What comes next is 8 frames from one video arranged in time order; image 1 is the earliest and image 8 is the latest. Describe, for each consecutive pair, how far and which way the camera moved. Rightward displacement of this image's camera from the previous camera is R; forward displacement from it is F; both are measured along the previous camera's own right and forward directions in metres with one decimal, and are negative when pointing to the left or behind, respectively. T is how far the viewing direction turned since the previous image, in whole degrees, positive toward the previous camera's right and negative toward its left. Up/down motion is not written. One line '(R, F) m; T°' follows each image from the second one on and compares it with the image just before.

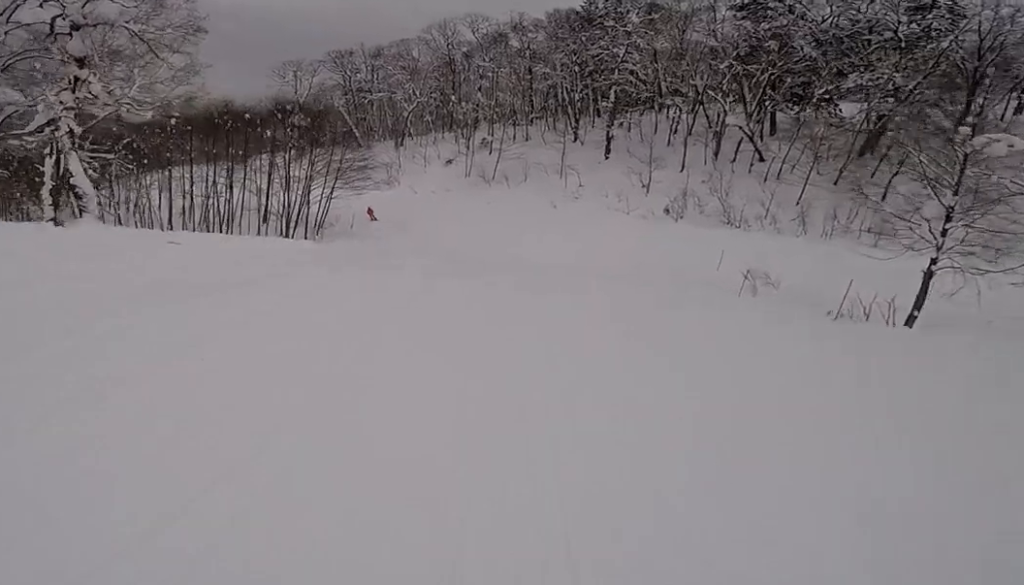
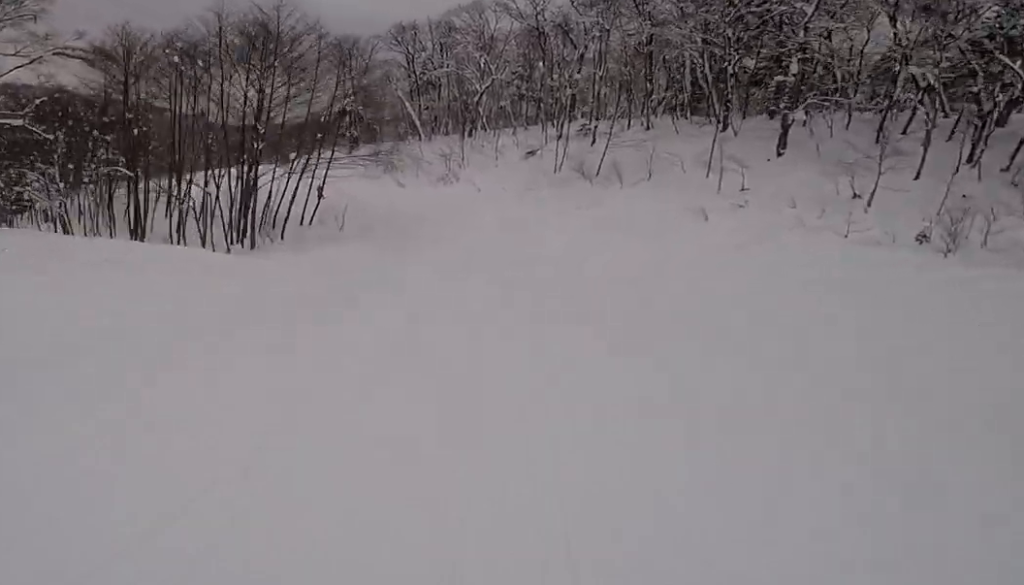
(-3.0, +17.6) m; -13°
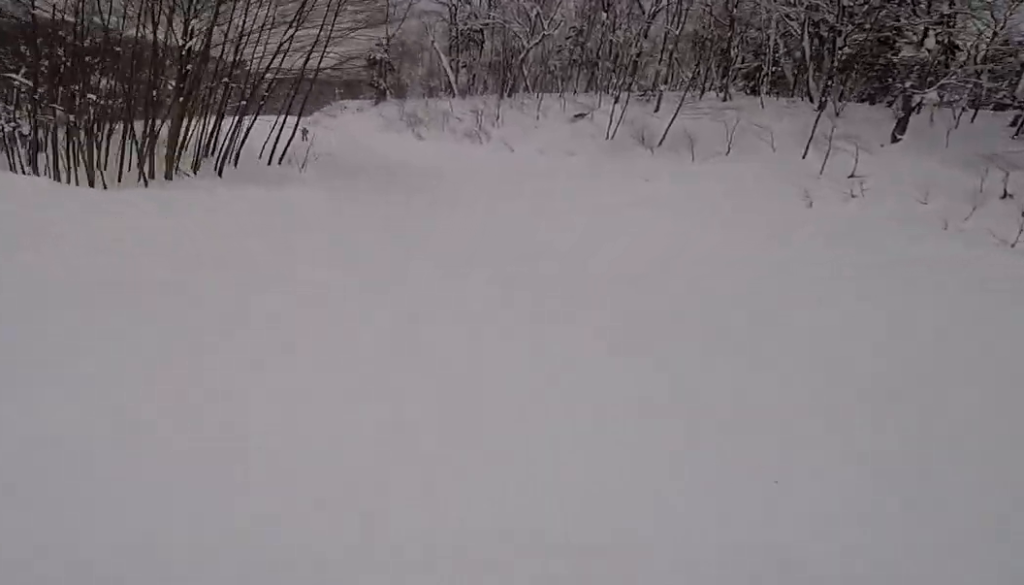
(0.0, +6.5) m; -3°
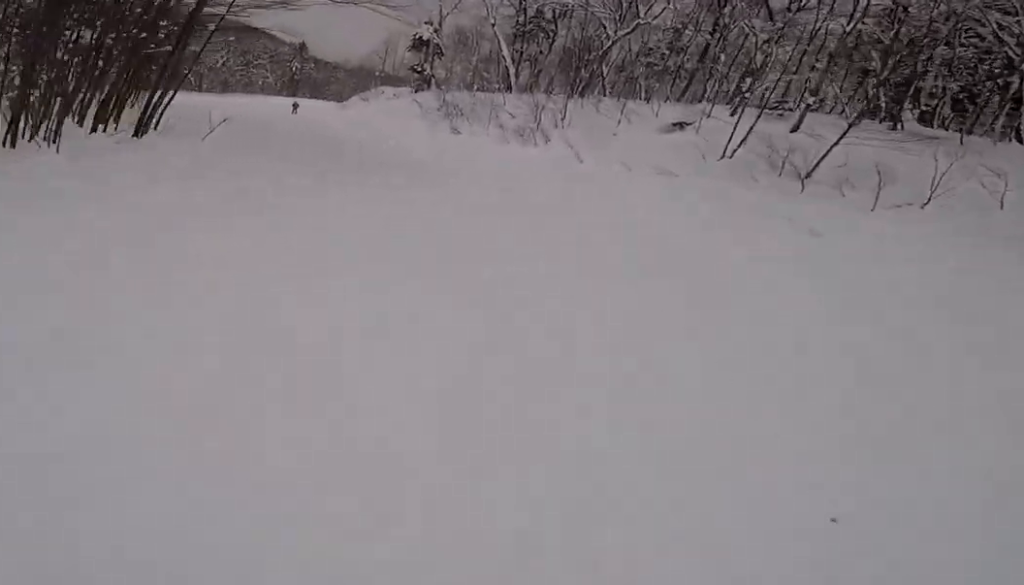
(0.0, +9.8) m; -5°
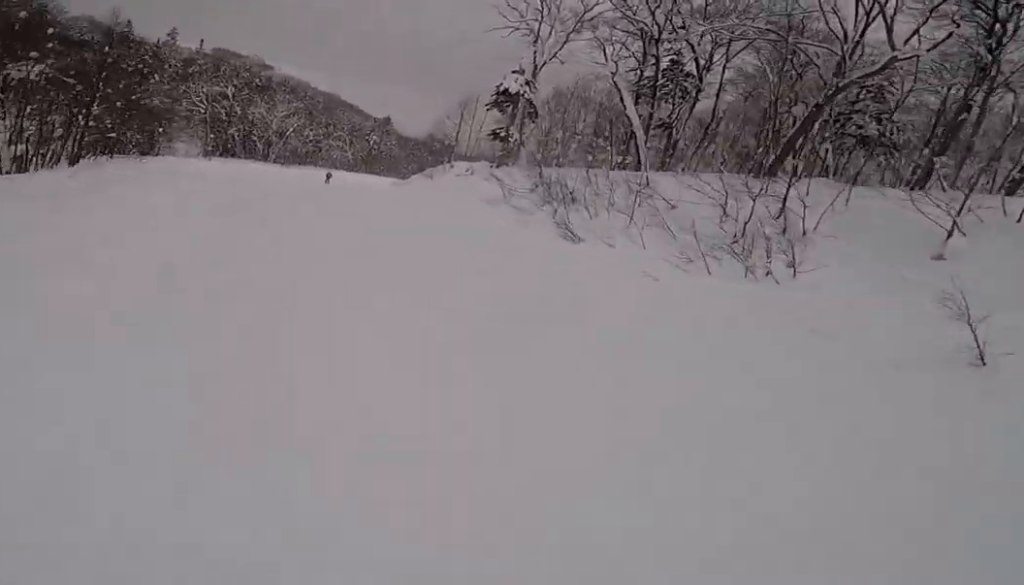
(-2.7, +16.6) m; -15°
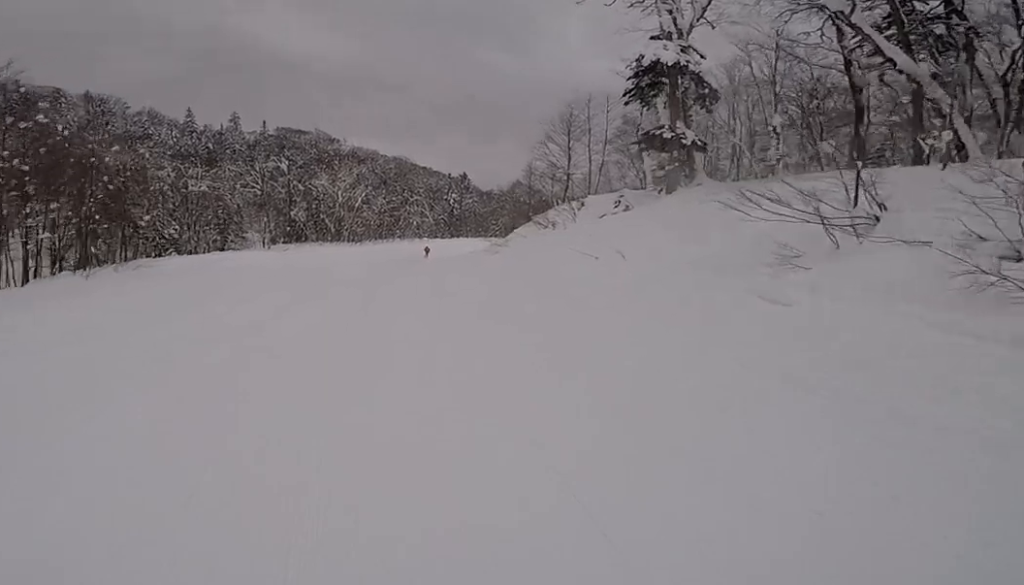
(-1.5, +18.1) m; -7°
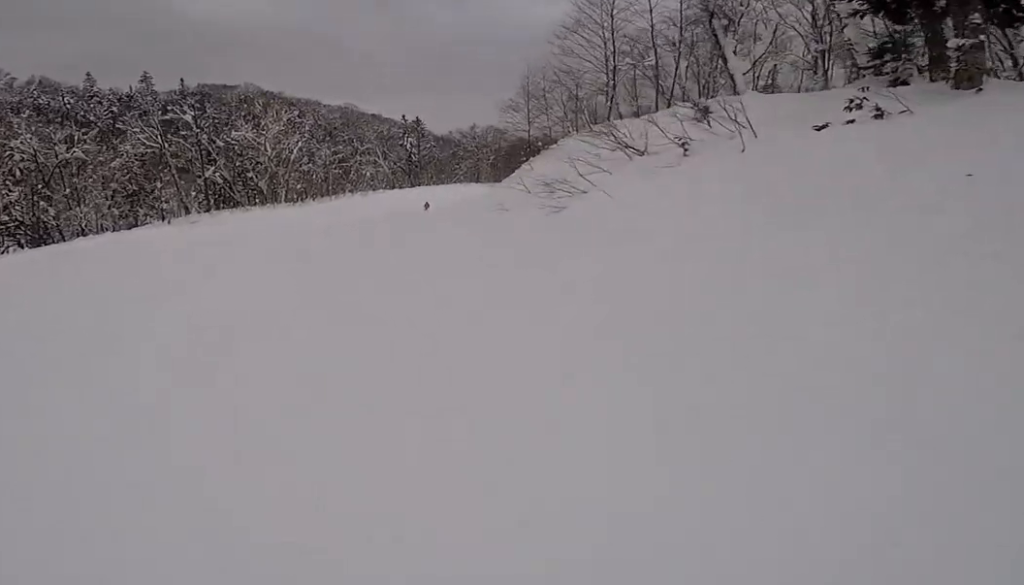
(-0.8, +16.7) m; -3°
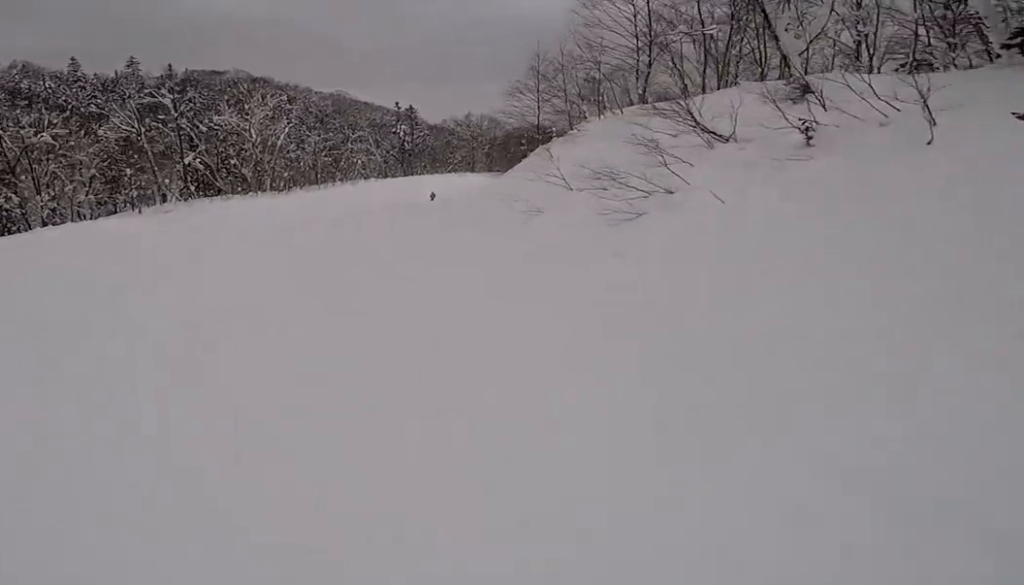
(0.0, +4.4) m; 0°
